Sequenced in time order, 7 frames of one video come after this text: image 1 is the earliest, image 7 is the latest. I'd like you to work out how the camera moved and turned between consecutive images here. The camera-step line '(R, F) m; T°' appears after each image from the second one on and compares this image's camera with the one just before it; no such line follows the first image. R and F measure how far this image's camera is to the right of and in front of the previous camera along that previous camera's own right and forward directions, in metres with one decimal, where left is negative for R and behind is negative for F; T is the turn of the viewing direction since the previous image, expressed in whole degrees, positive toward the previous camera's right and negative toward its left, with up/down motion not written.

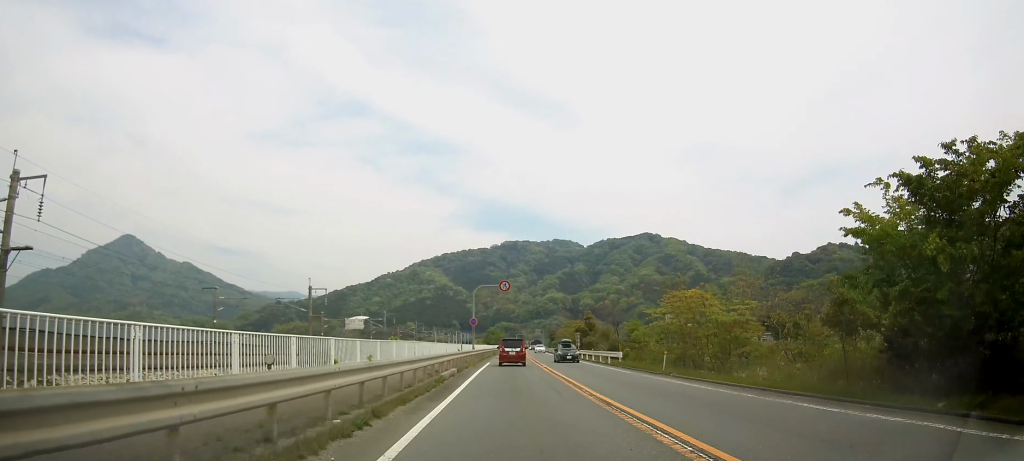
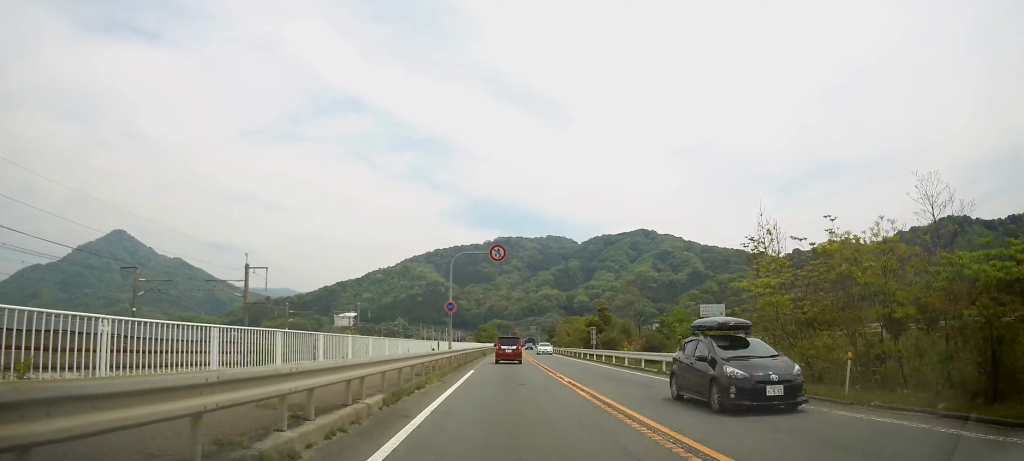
(0.0, +15.5) m; 0°
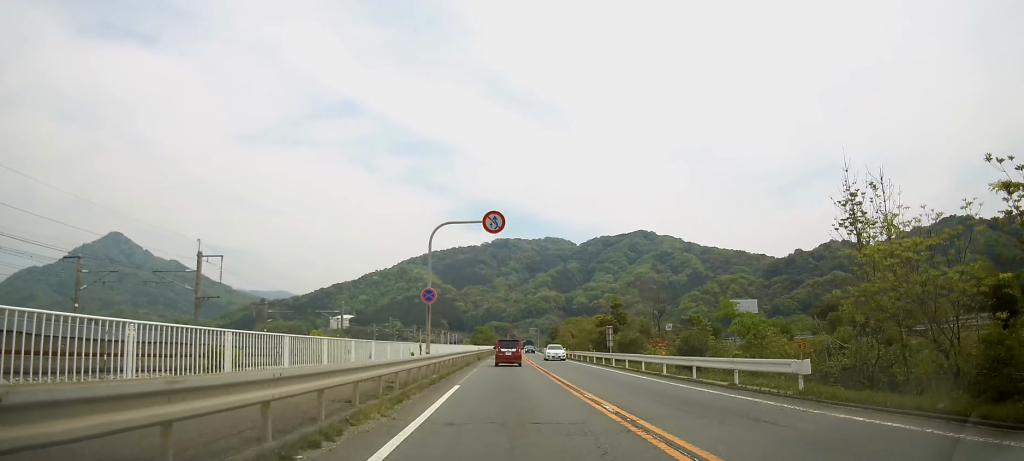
(0.0, +8.4) m; 0°
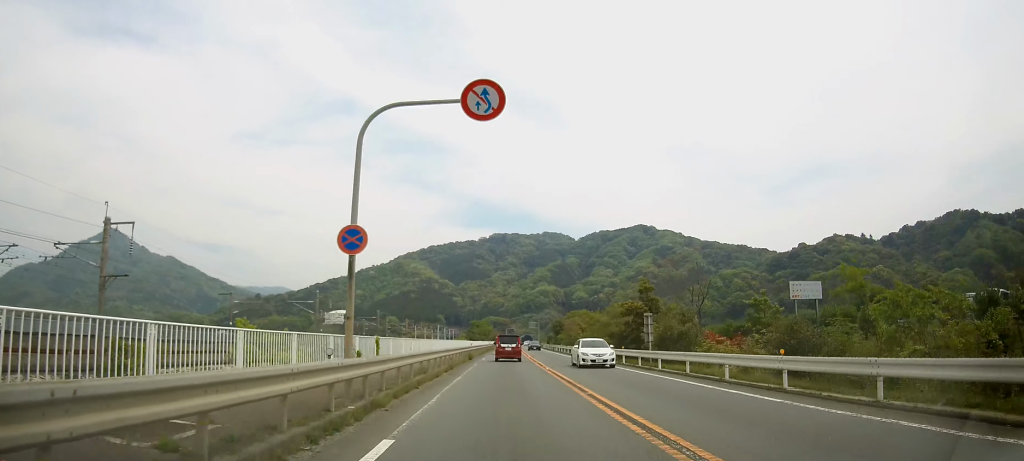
(0.0, +11.3) m; +1°
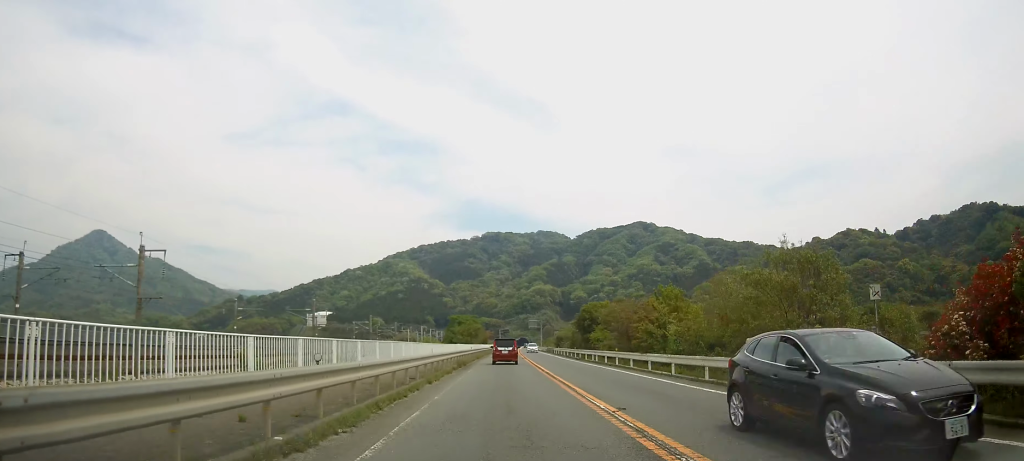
(+0.6, +37.9) m; +1°
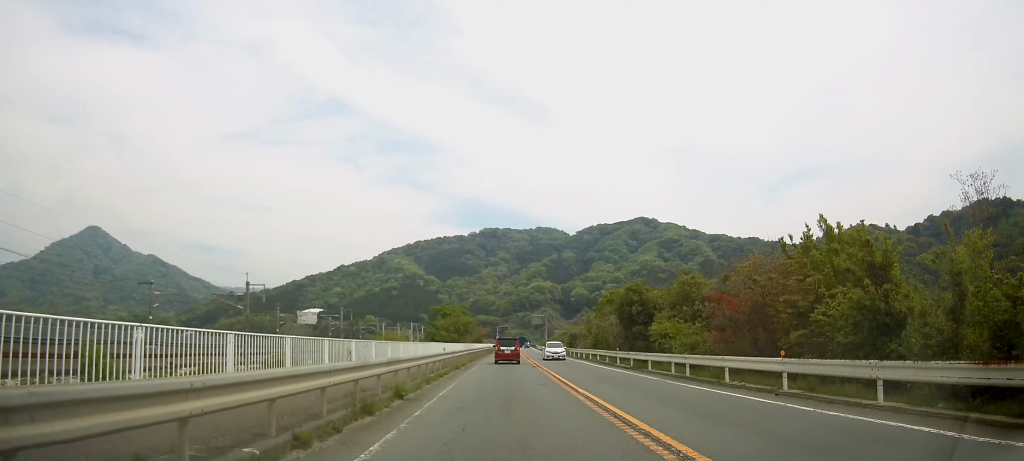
(-0.1, +21.6) m; 0°
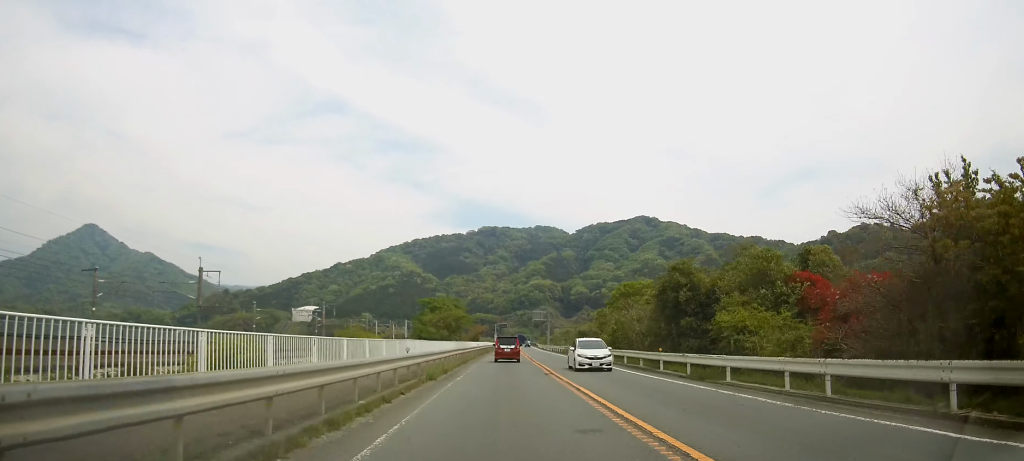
(0.0, +10.0) m; 0°
